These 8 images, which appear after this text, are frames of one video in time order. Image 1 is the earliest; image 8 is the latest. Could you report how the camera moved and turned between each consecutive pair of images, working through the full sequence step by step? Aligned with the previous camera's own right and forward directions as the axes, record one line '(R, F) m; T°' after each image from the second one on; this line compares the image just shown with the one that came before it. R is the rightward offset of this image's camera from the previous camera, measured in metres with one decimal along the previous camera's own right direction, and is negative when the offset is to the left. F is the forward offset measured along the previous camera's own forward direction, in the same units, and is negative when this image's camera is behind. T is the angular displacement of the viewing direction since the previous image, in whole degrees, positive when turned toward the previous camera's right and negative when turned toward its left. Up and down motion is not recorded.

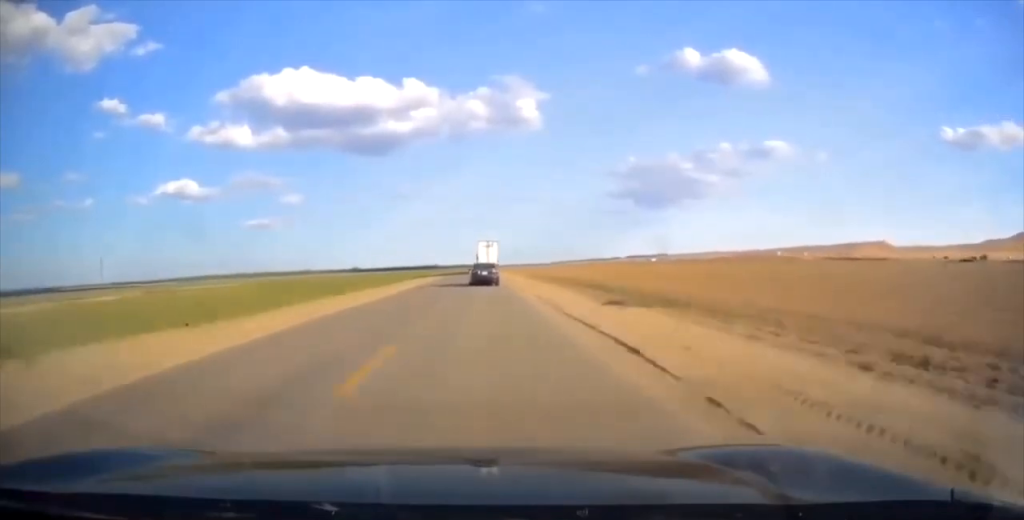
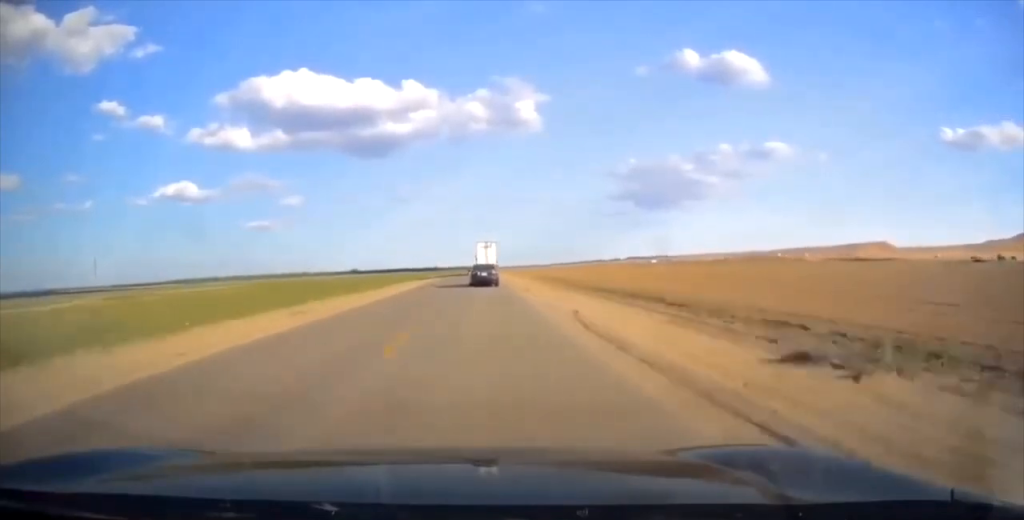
(-0.1, +11.6) m; -1°
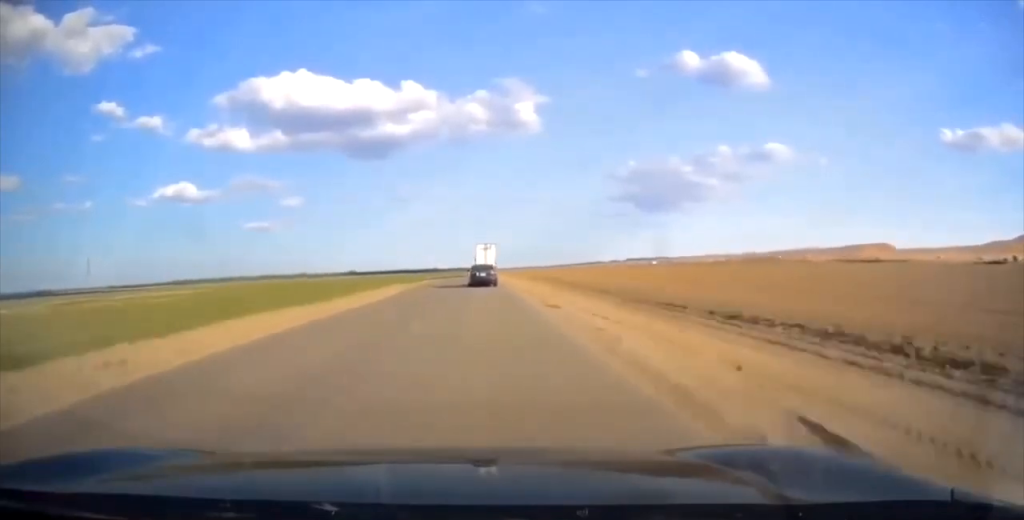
(-0.1, +12.6) m; 0°
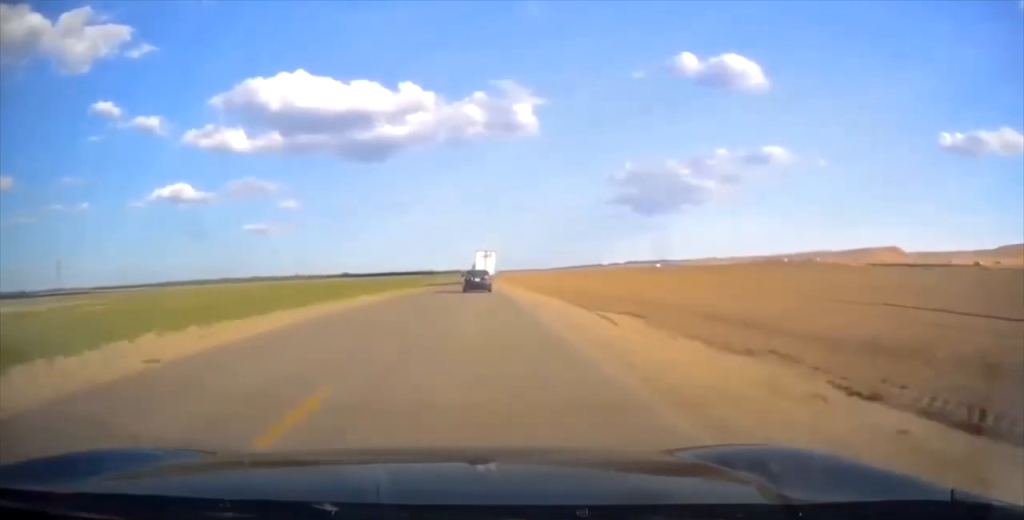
(+0.6, +52.8) m; +2°
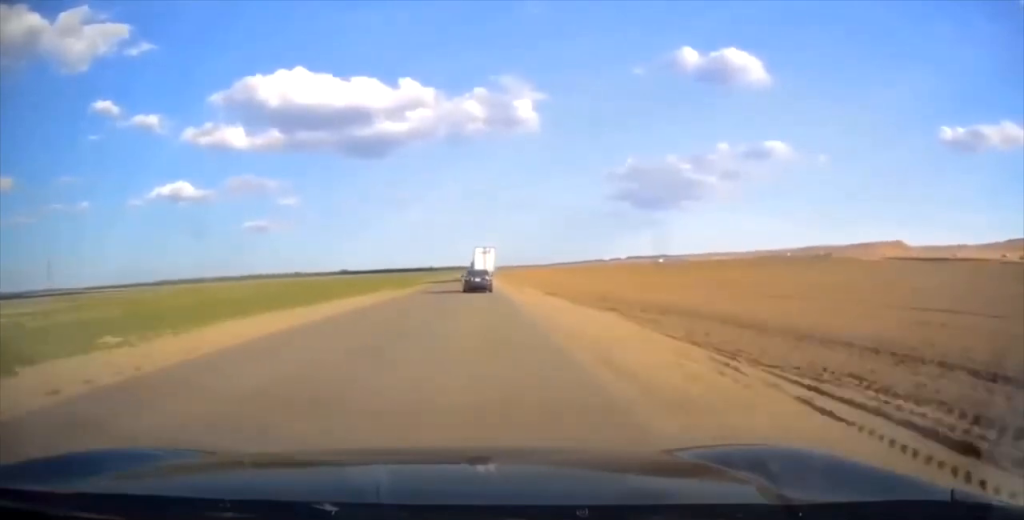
(+0.2, +18.3) m; 0°
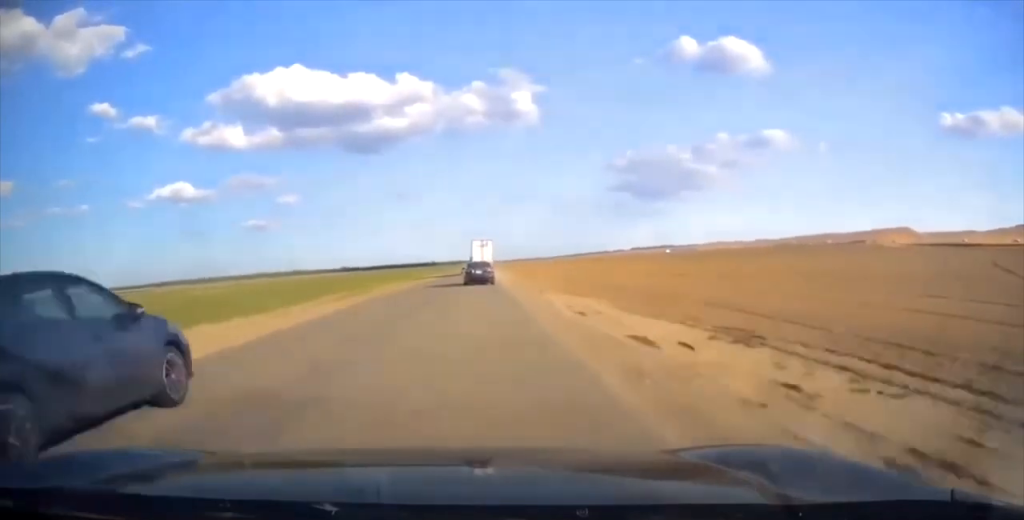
(-0.2, +27.7) m; -1°
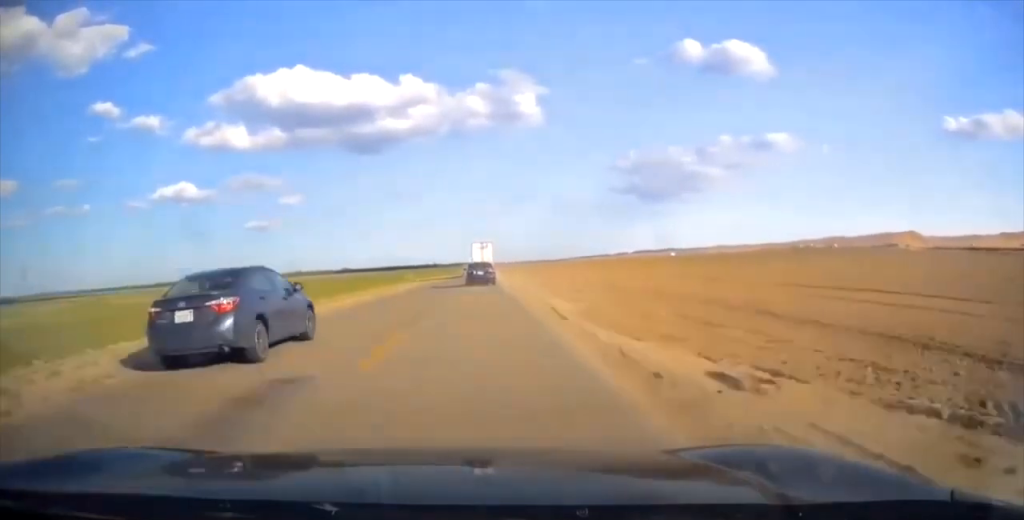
(-0.3, +22.3) m; -1°
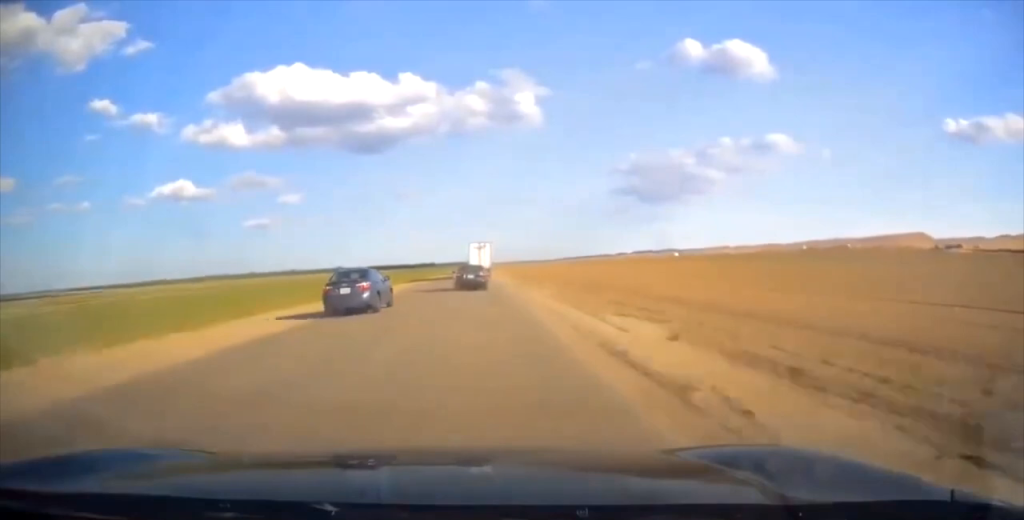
(-0.1, +40.0) m; 0°
